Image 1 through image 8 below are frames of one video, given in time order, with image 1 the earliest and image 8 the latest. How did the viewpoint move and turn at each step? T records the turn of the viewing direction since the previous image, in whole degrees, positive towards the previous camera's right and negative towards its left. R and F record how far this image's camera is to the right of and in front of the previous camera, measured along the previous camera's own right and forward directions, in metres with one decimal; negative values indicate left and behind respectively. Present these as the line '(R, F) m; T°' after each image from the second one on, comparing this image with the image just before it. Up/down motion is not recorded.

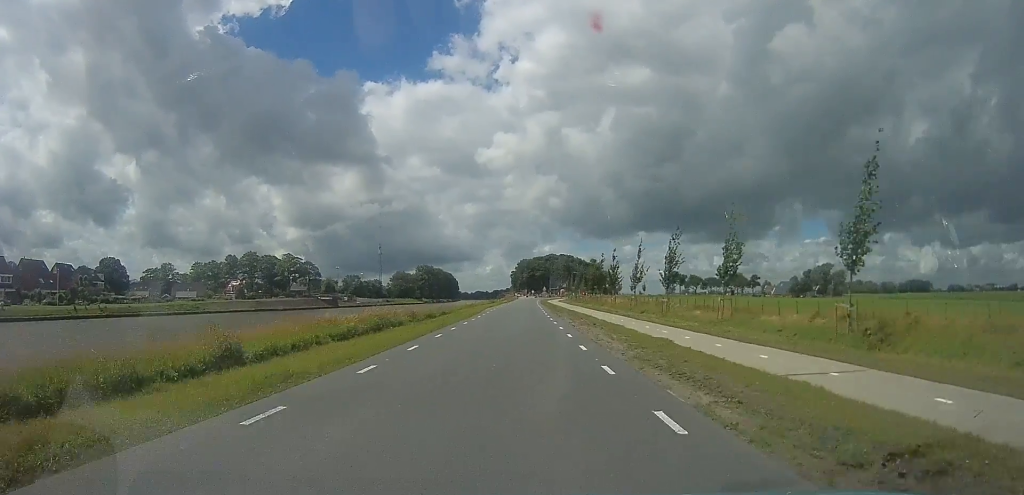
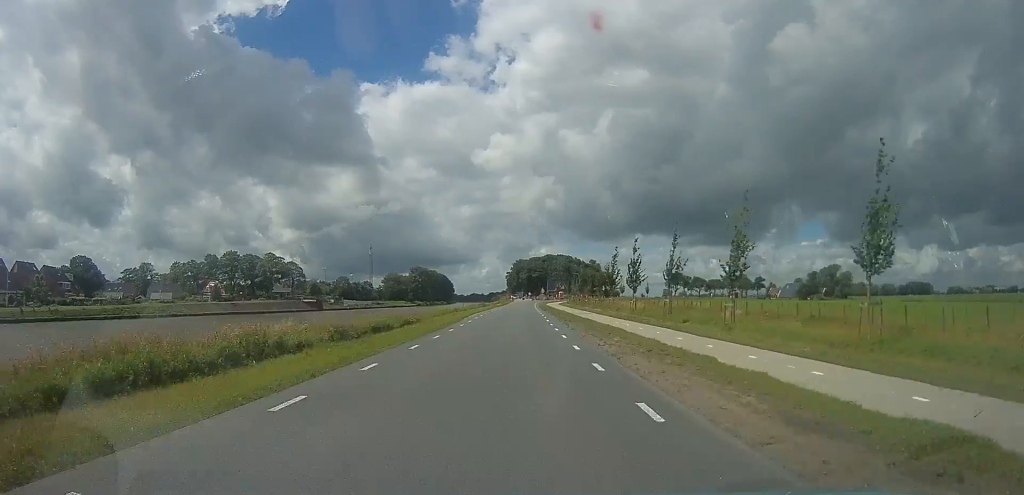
(-0.8, +11.3) m; -3°
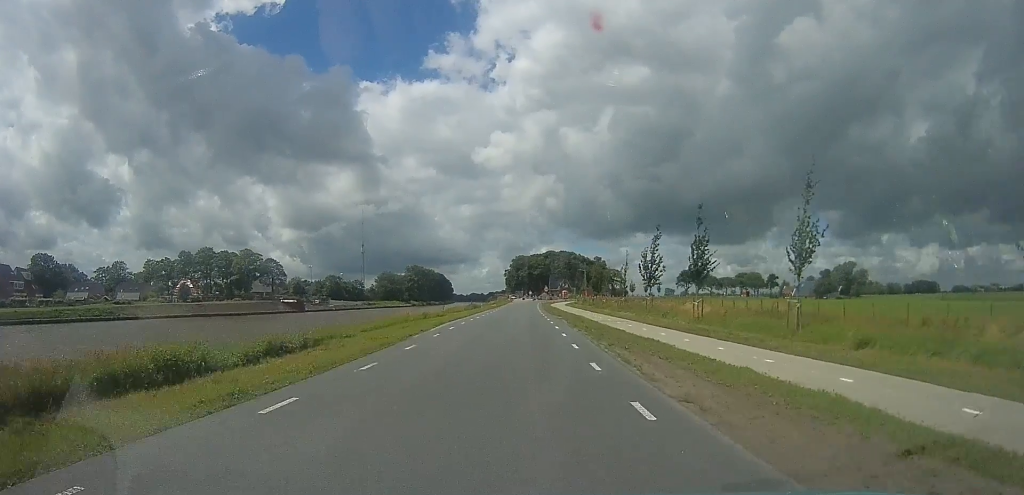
(-0.5, +15.7) m; +2°
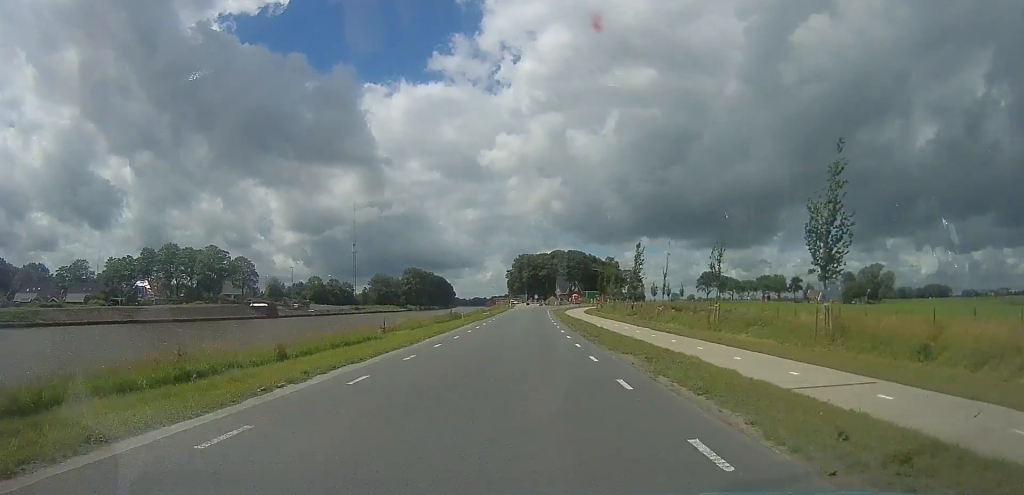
(+1.4, +21.3) m; +2°
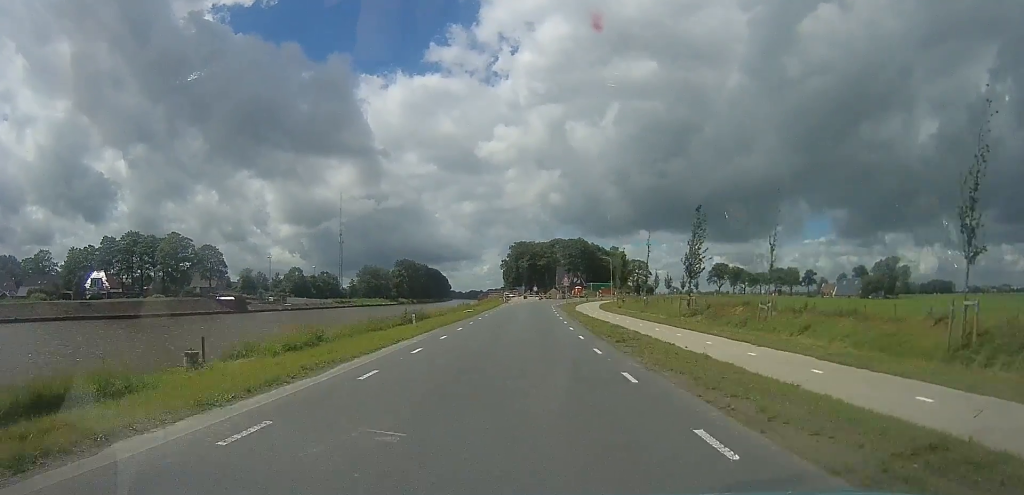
(-0.9, +15.5) m; 0°
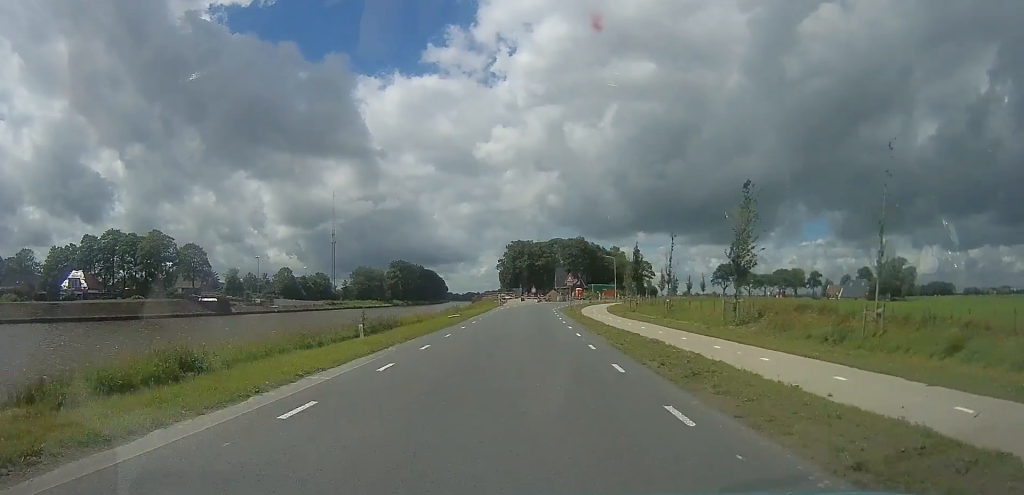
(+0.7, +6.6) m; 0°
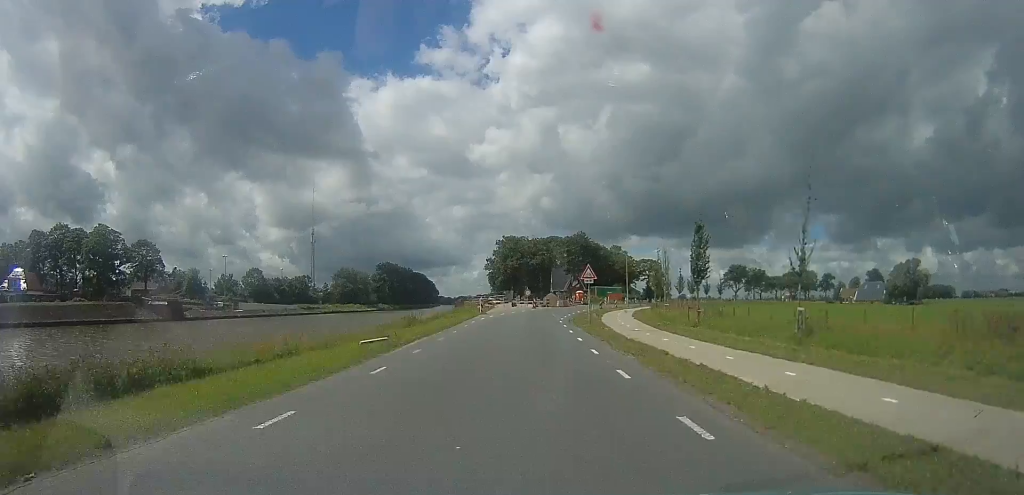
(-0.7, +15.9) m; -5°
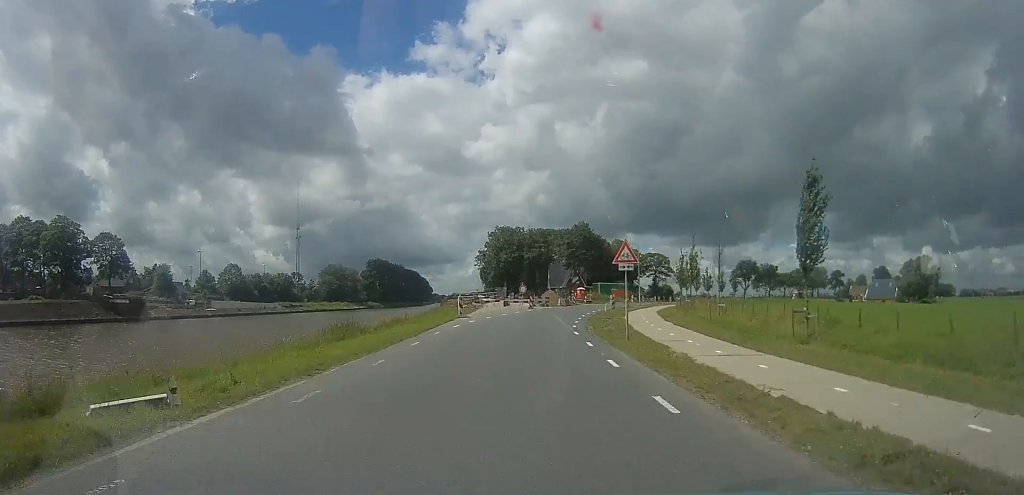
(-0.2, +10.2) m; +4°
